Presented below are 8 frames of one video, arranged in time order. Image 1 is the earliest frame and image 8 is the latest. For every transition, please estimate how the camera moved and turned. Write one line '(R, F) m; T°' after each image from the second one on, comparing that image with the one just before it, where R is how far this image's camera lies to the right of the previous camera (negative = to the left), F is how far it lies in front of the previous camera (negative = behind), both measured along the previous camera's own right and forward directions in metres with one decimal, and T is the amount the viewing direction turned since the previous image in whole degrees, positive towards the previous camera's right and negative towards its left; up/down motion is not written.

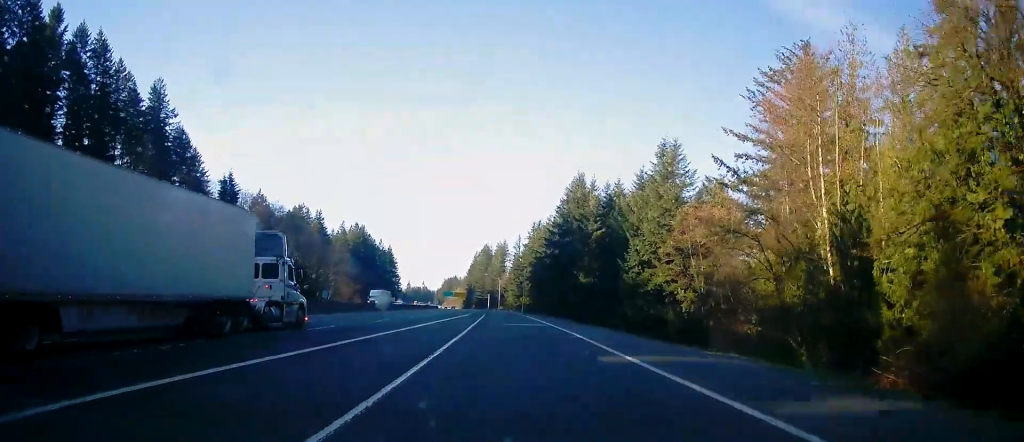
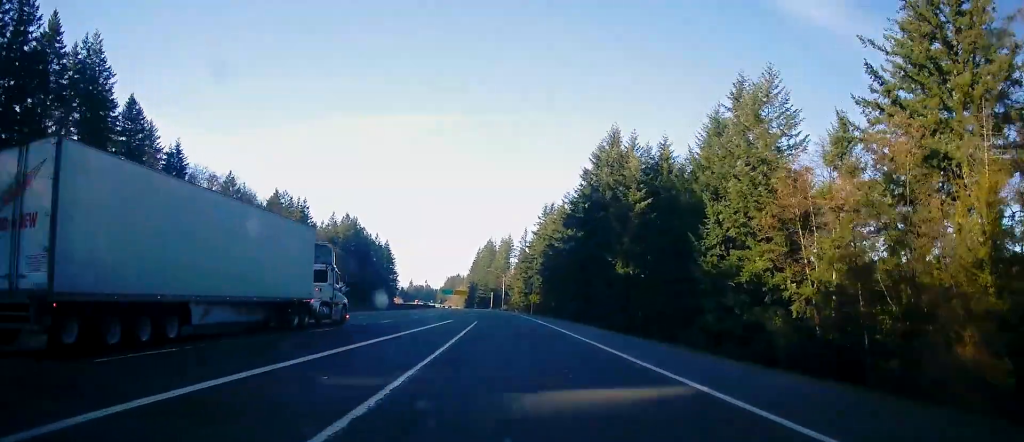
(0.0, +26.6) m; 0°
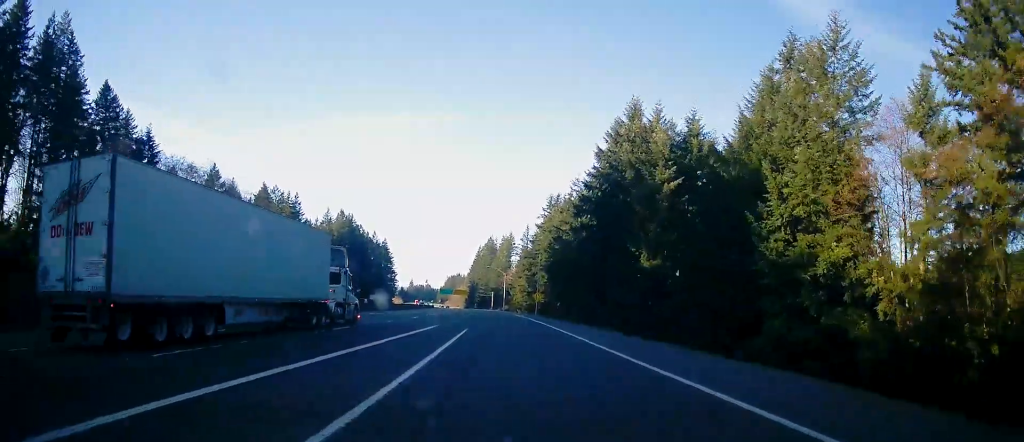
(+0.1, +11.1) m; 0°
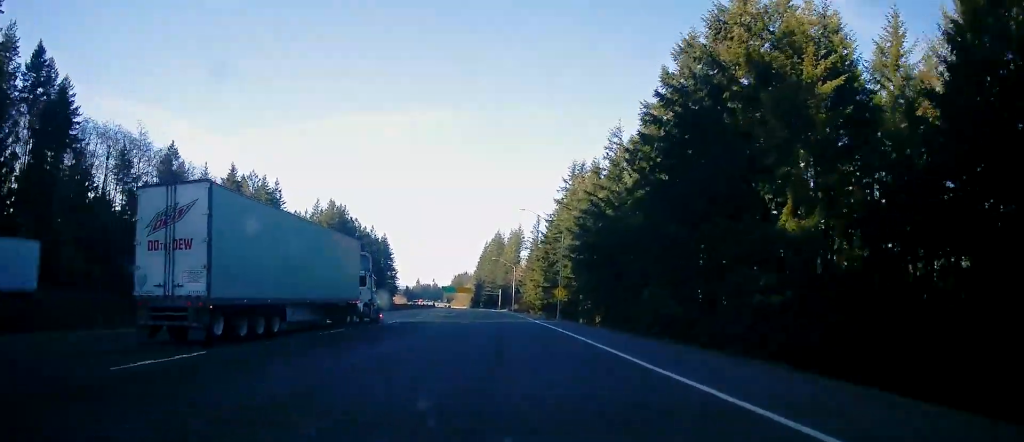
(-0.3, +27.2) m; -2°
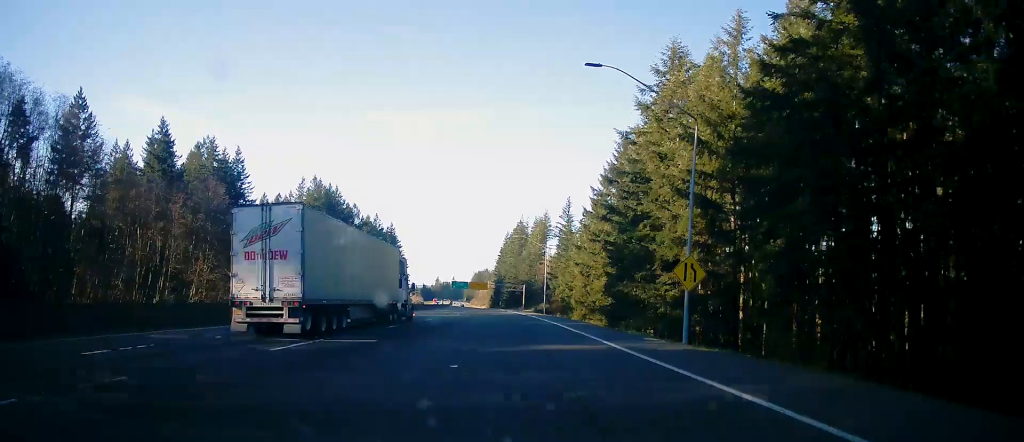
(-0.7, +44.5) m; -2°
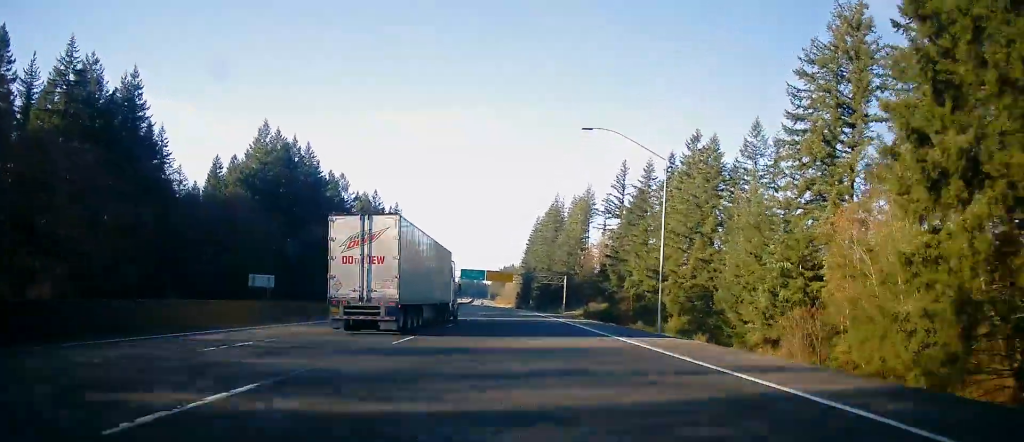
(-1.1, +60.5) m; -1°
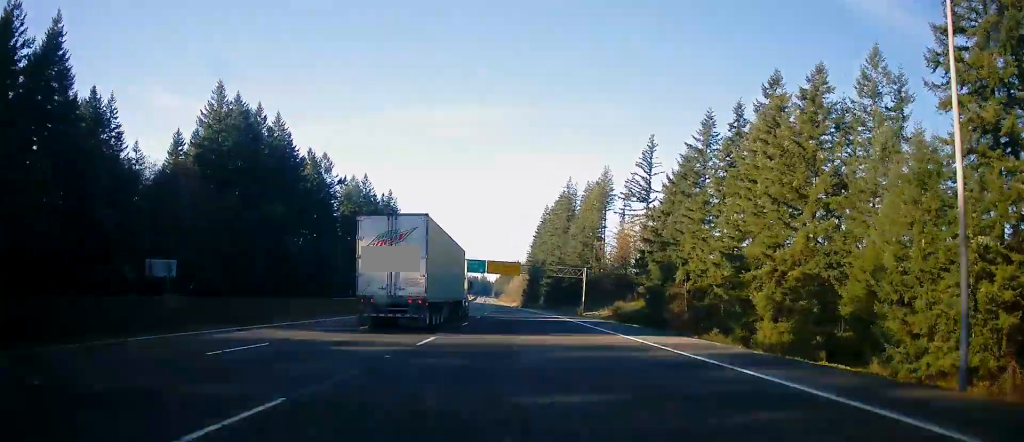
(-0.1, +26.8) m; -1°
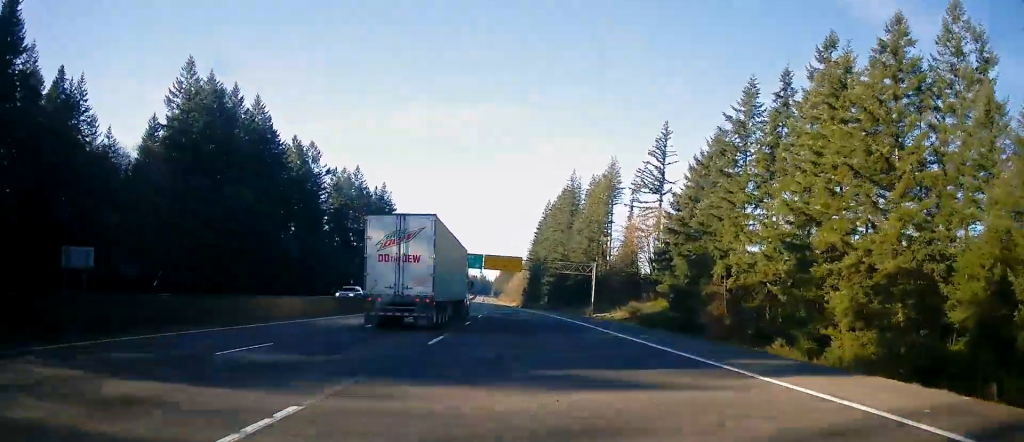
(0.0, +12.5) m; -1°
